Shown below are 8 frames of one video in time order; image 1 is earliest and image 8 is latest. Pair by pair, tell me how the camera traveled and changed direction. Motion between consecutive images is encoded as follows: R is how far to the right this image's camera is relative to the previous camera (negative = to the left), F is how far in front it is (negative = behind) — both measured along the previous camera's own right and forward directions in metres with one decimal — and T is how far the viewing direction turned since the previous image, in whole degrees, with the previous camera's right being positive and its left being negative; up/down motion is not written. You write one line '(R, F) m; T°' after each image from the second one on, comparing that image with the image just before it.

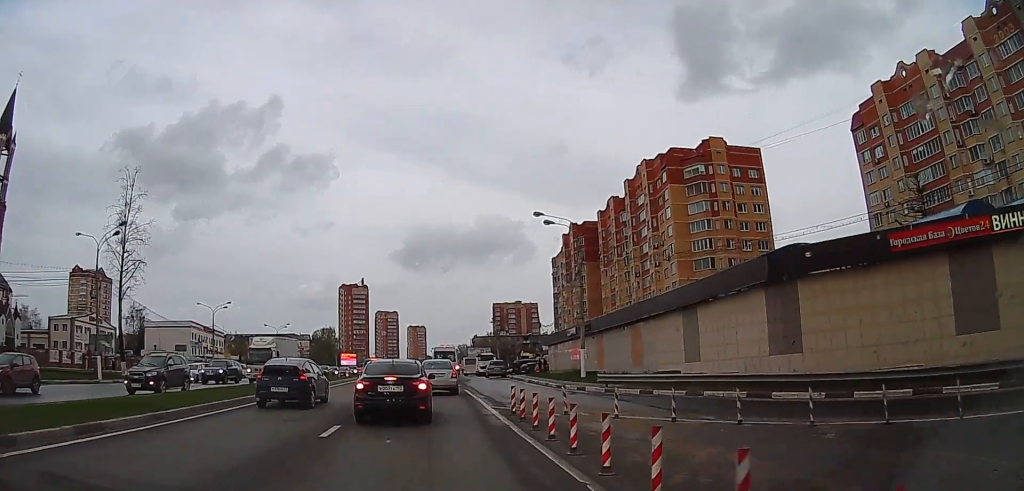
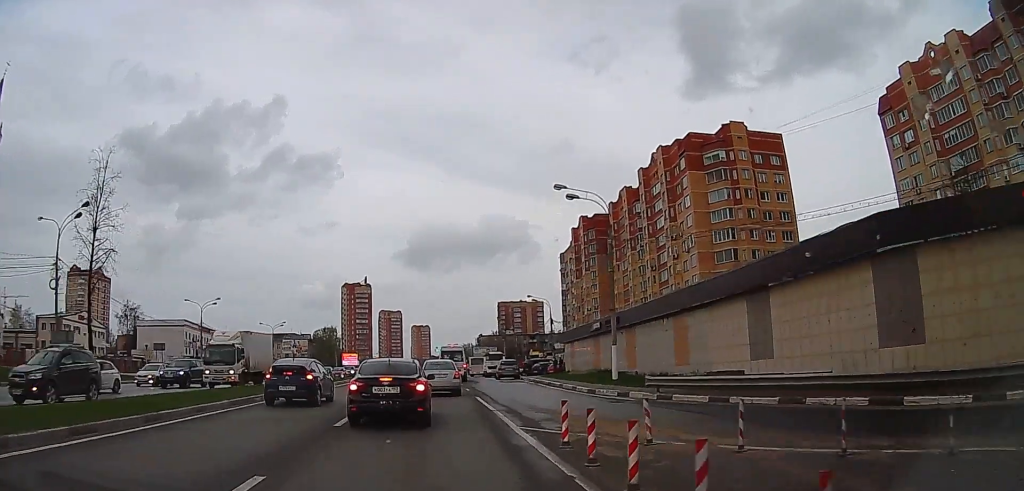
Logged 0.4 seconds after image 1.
(+0.1, +6.0) m; -2°
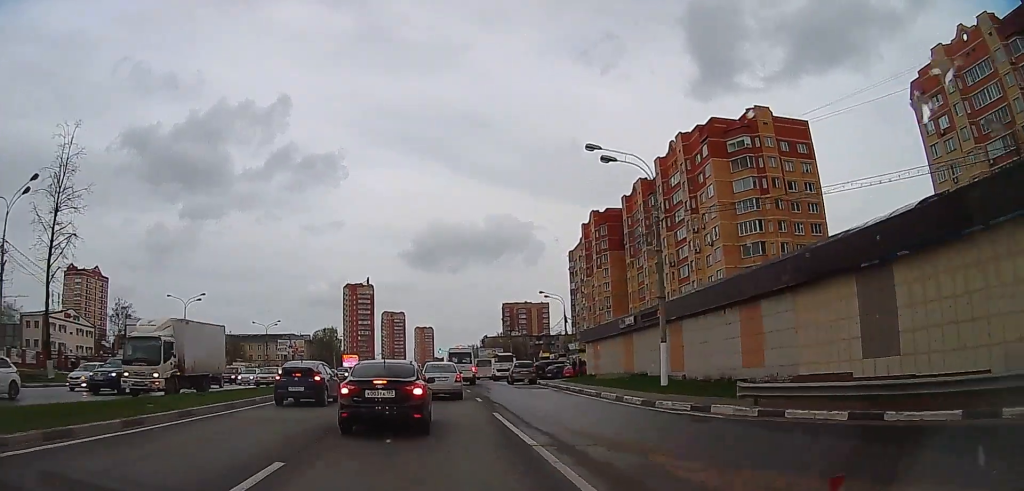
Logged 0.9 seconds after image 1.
(-0.3, +6.6) m; -1°
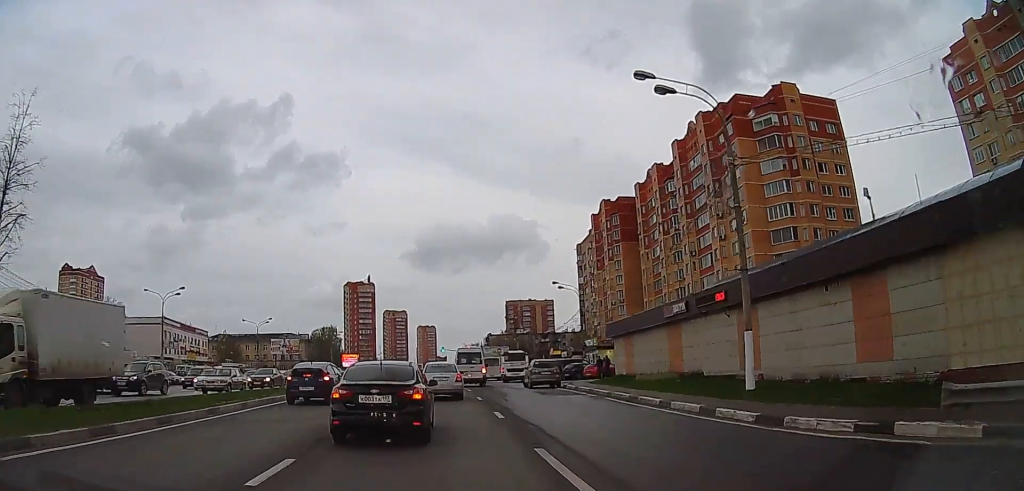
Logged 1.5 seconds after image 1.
(-0.5, +7.4) m; 0°
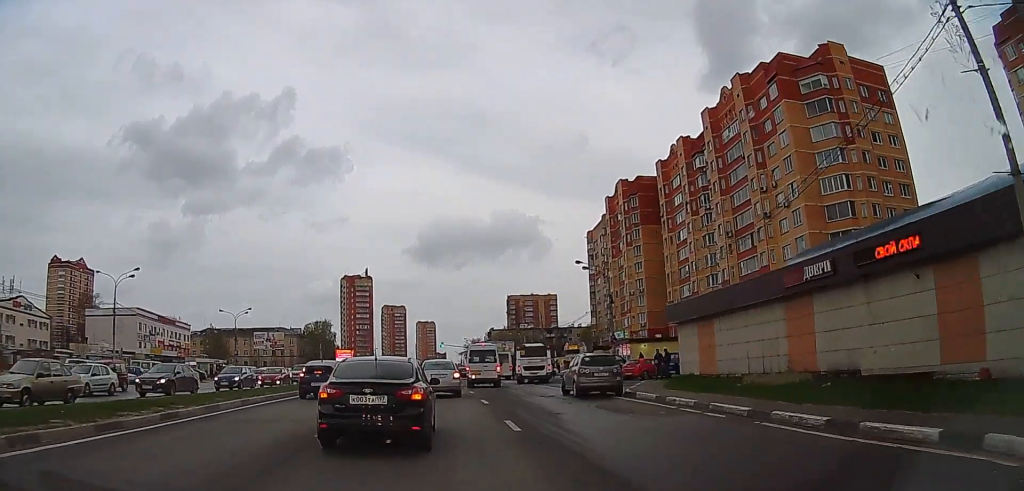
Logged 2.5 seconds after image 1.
(+0.7, +11.9) m; 0°
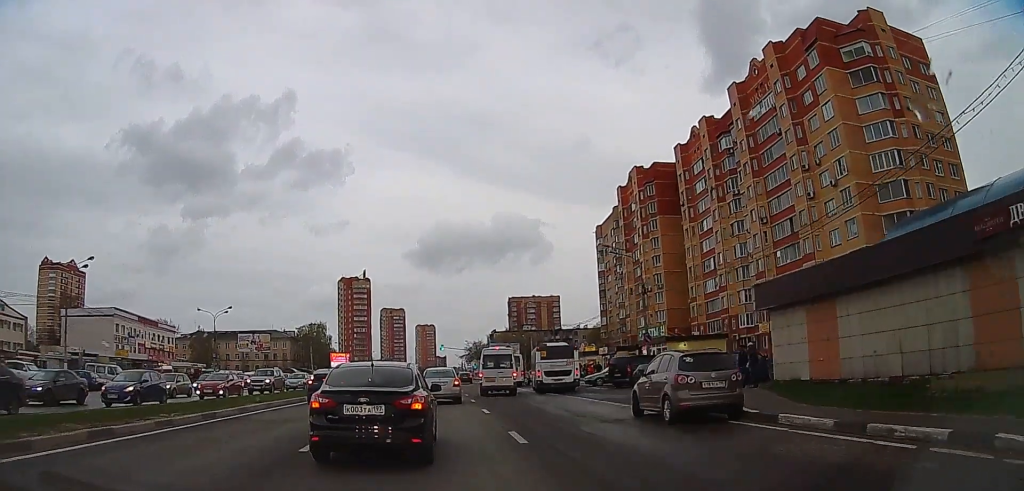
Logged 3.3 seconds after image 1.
(-0.5, +9.7) m; +1°
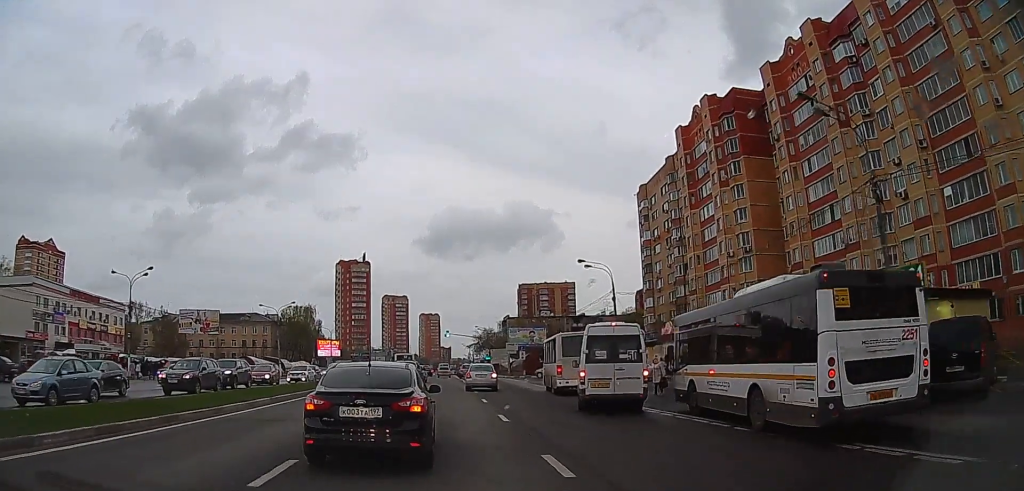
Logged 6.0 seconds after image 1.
(+0.3, +27.5) m; 0°
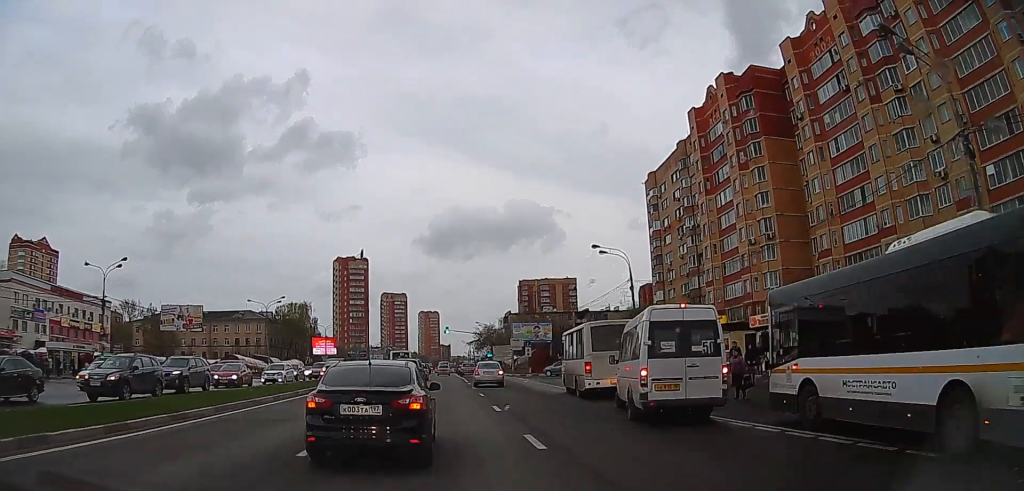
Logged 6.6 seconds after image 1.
(-0.2, +5.4) m; +3°
